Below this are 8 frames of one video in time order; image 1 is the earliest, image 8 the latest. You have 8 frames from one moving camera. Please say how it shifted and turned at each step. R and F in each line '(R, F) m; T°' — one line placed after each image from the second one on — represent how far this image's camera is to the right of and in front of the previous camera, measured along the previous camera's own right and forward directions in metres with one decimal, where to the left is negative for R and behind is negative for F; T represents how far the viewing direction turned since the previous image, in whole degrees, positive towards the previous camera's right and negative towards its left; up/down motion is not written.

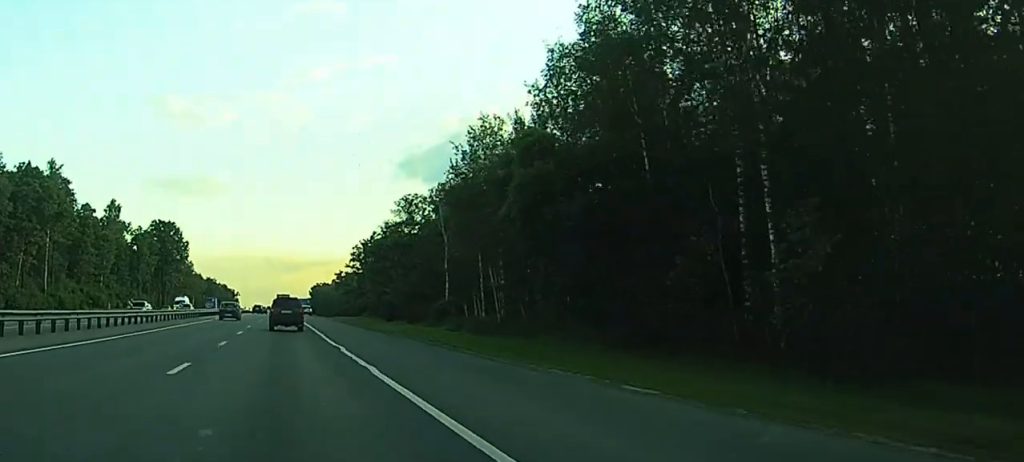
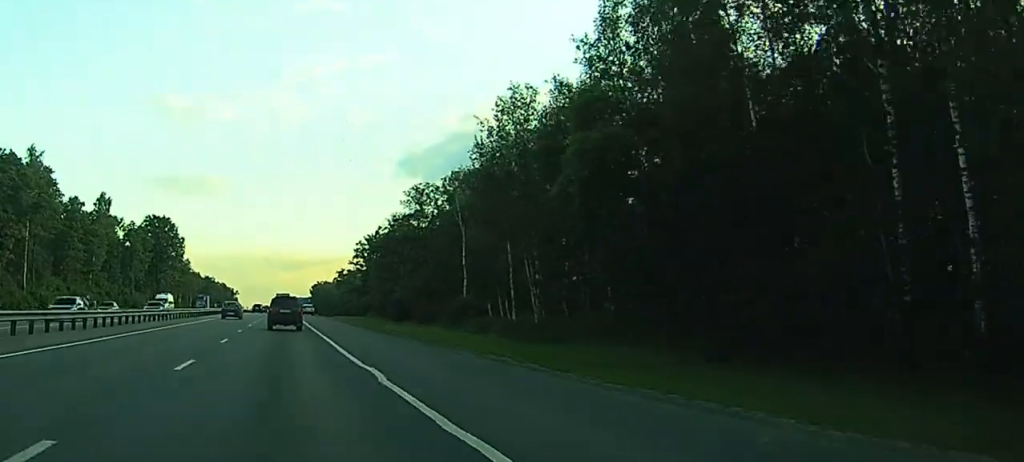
(+0.1, +10.4) m; 0°
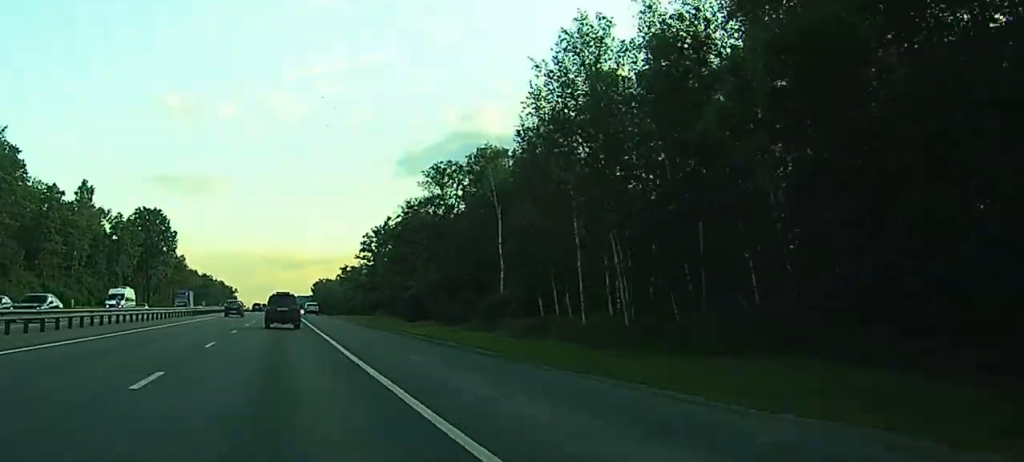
(0.0, +16.1) m; 0°
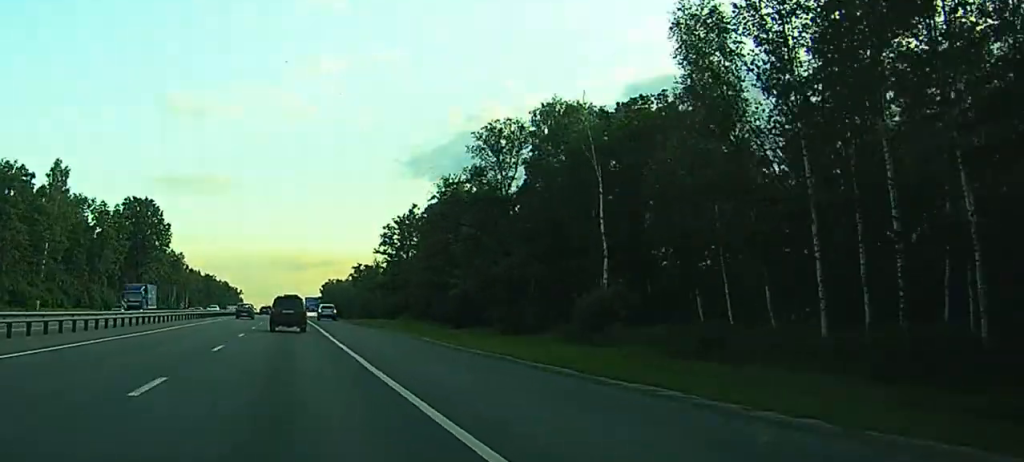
(-0.1, +24.3) m; -1°
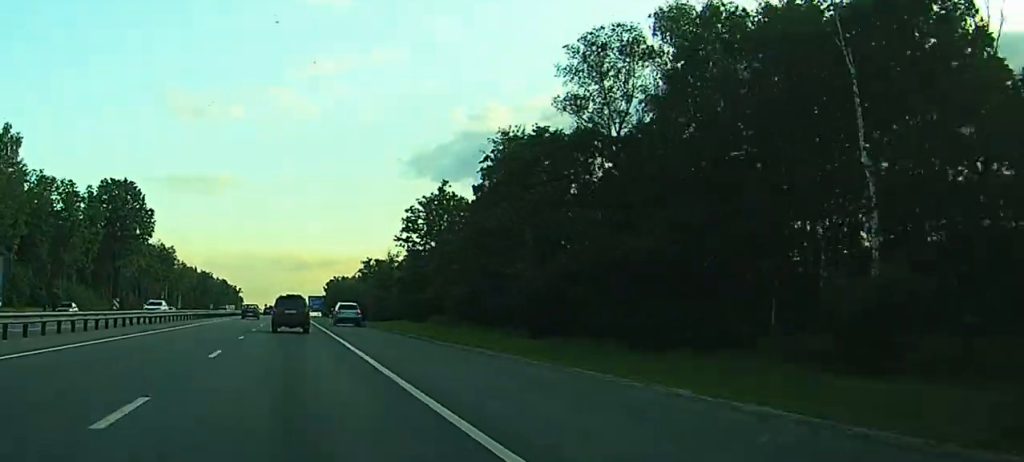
(-0.1, +26.8) m; 0°
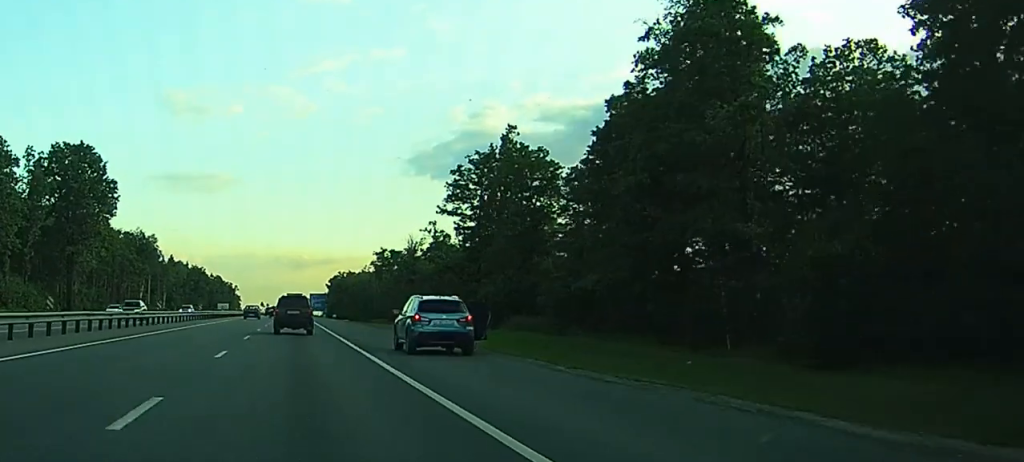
(+0.1, +35.9) m; 0°
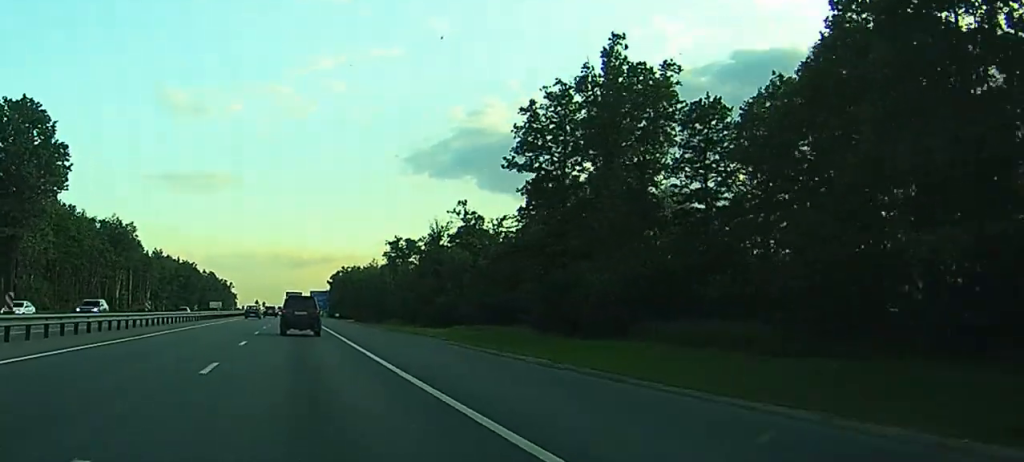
(+0.1, +28.6) m; 0°
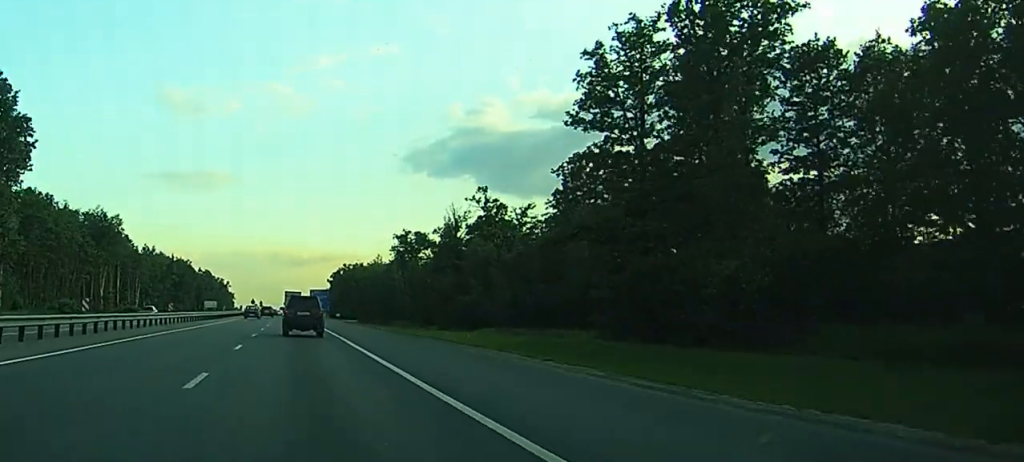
(0.0, +14.7) m; 0°
